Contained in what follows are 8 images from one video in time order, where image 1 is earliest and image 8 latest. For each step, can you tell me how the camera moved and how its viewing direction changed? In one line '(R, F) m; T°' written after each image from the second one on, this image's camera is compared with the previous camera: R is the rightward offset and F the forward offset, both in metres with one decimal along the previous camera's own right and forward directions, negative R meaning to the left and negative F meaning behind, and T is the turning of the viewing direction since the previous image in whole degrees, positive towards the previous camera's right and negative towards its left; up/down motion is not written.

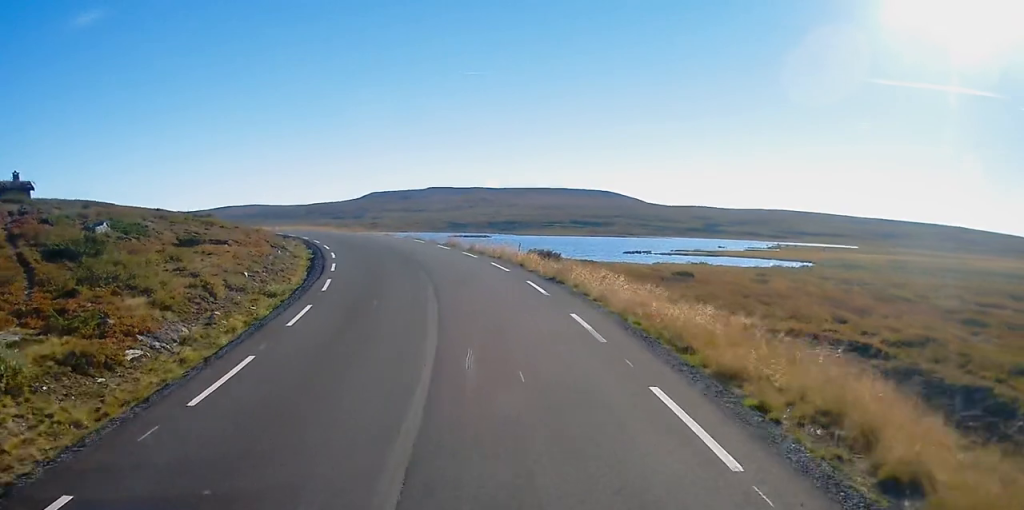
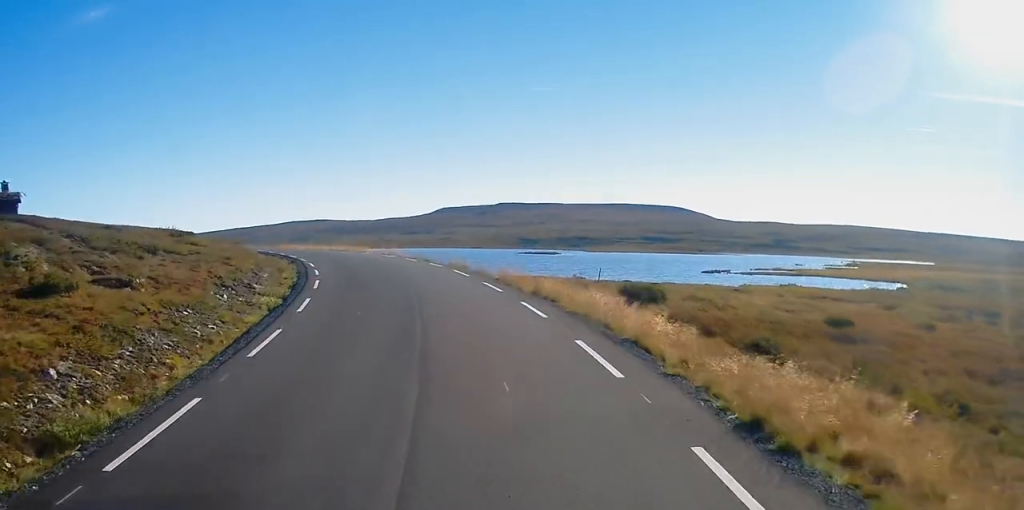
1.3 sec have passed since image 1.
(-0.8, +13.9) m; -5°
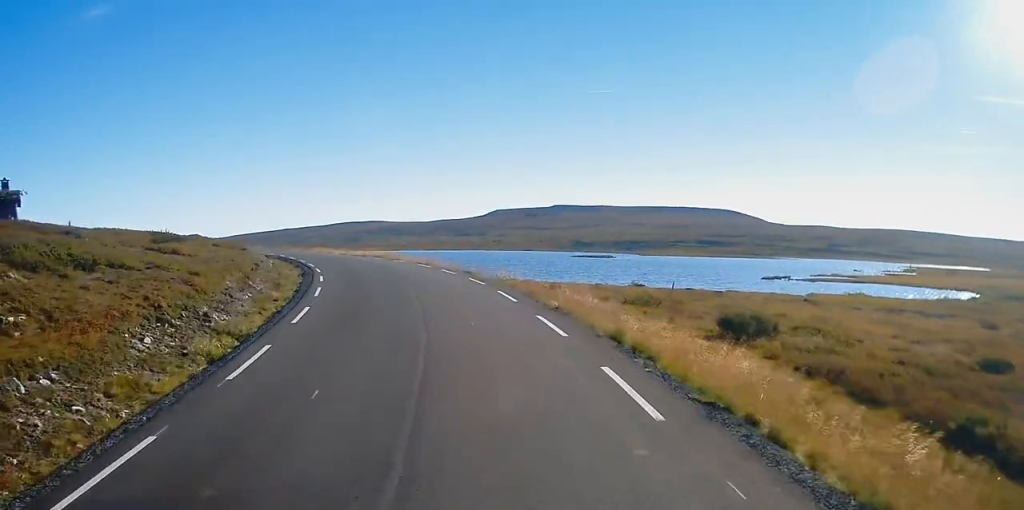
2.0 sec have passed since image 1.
(+0.1, +7.8) m; -5°
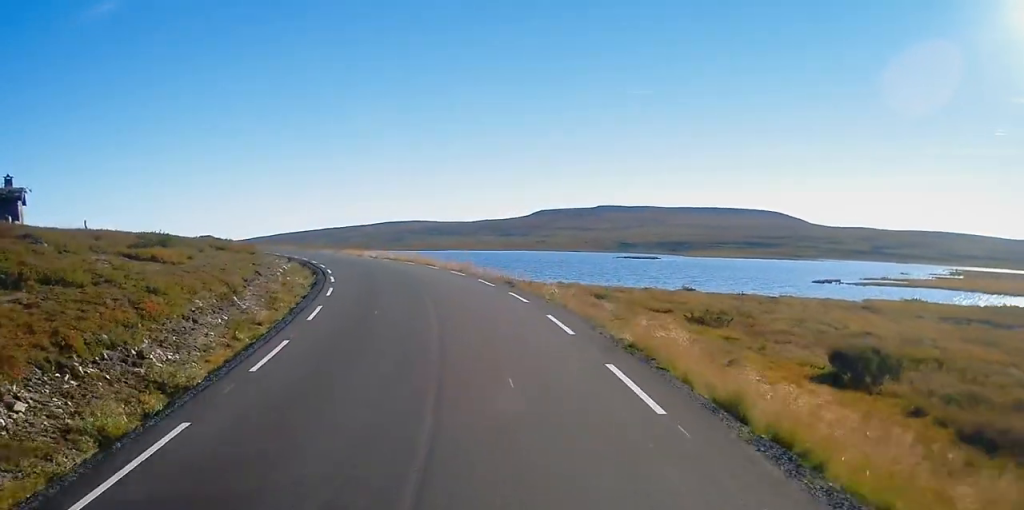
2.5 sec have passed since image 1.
(-0.6, +5.4) m; -4°
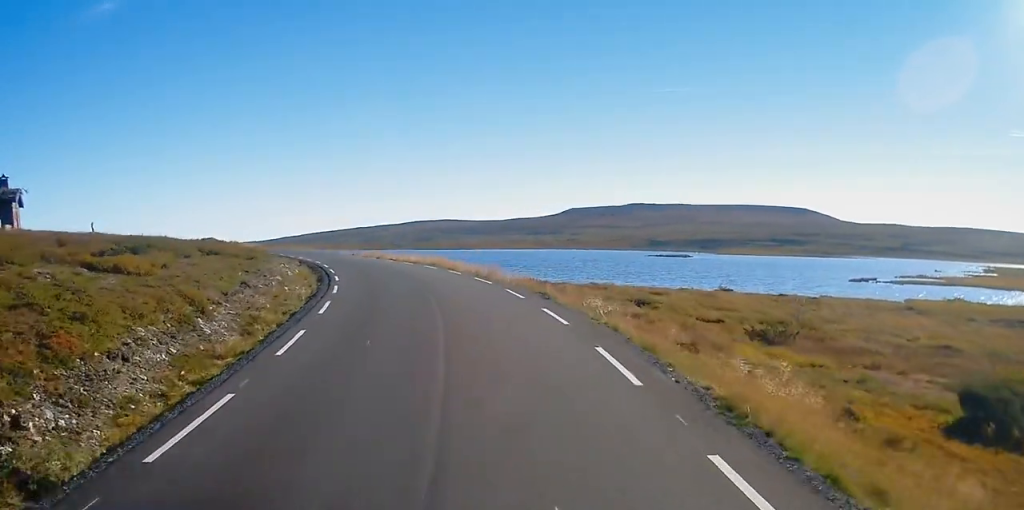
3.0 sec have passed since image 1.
(-0.2, +4.6) m; -3°
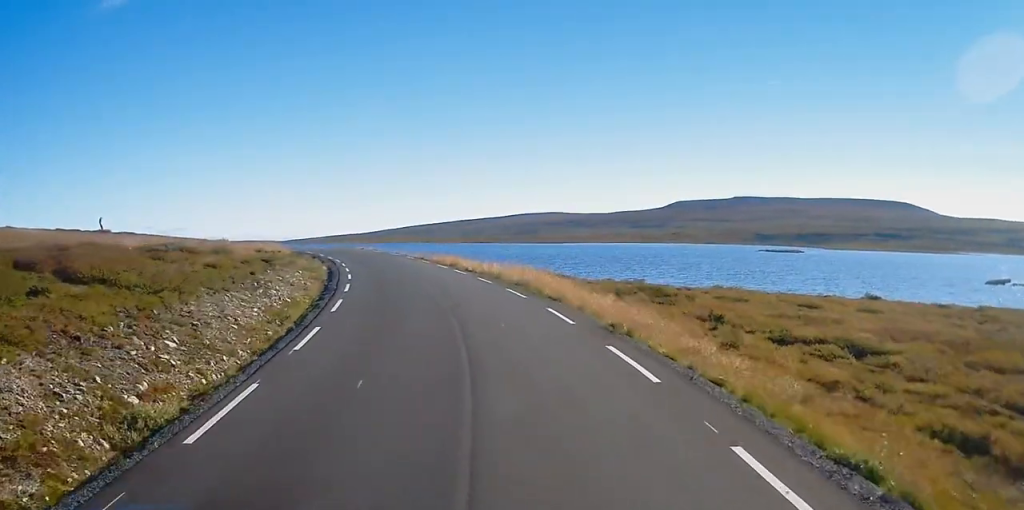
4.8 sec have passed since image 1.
(-0.5, +17.3) m; -4°
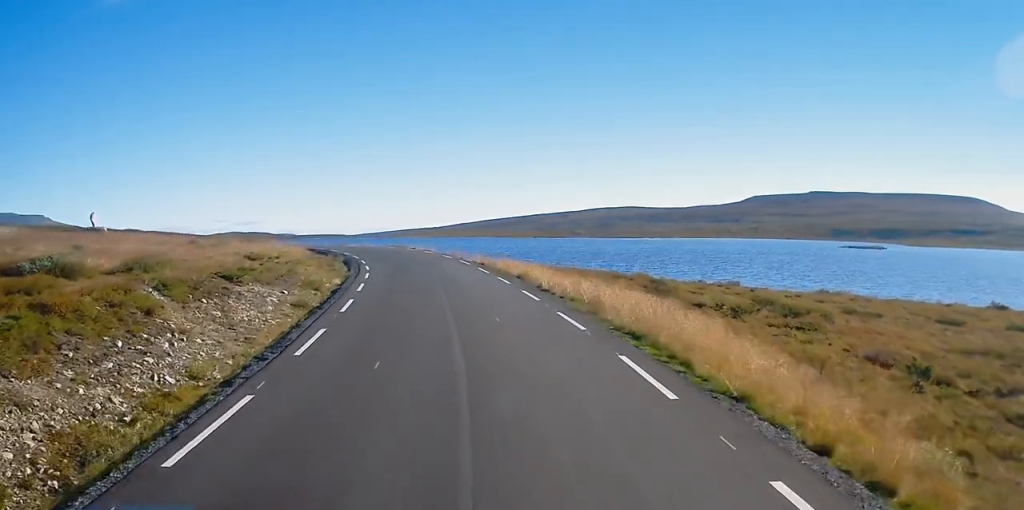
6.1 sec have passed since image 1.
(-0.8, +12.8) m; -5°
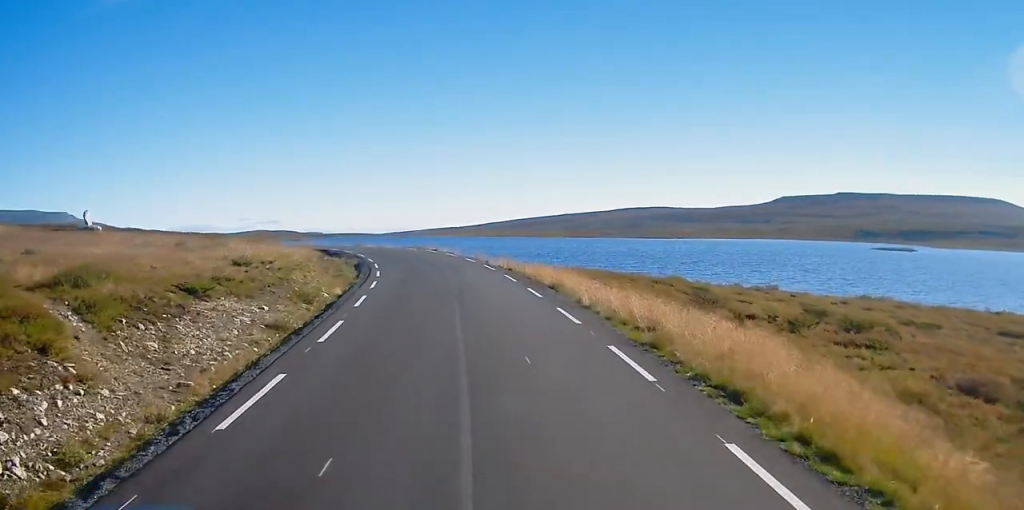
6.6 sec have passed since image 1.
(-0.1, +4.7) m; -1°
